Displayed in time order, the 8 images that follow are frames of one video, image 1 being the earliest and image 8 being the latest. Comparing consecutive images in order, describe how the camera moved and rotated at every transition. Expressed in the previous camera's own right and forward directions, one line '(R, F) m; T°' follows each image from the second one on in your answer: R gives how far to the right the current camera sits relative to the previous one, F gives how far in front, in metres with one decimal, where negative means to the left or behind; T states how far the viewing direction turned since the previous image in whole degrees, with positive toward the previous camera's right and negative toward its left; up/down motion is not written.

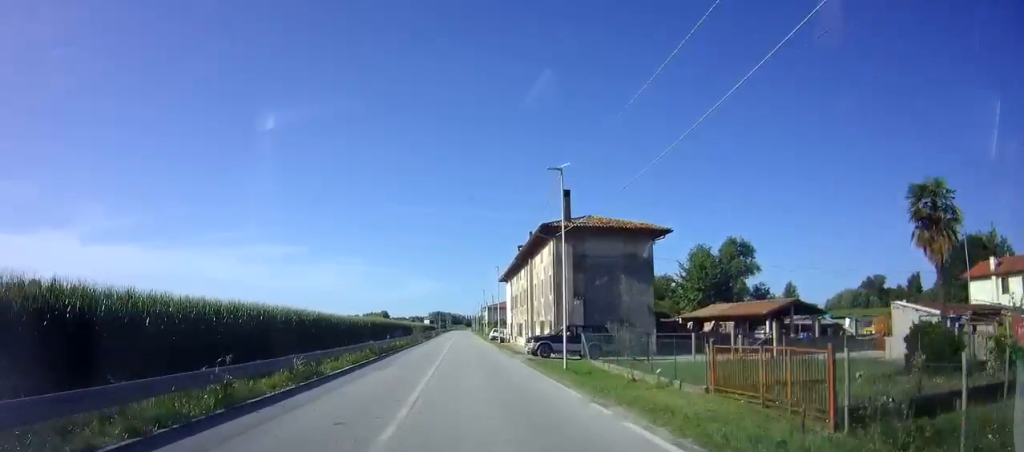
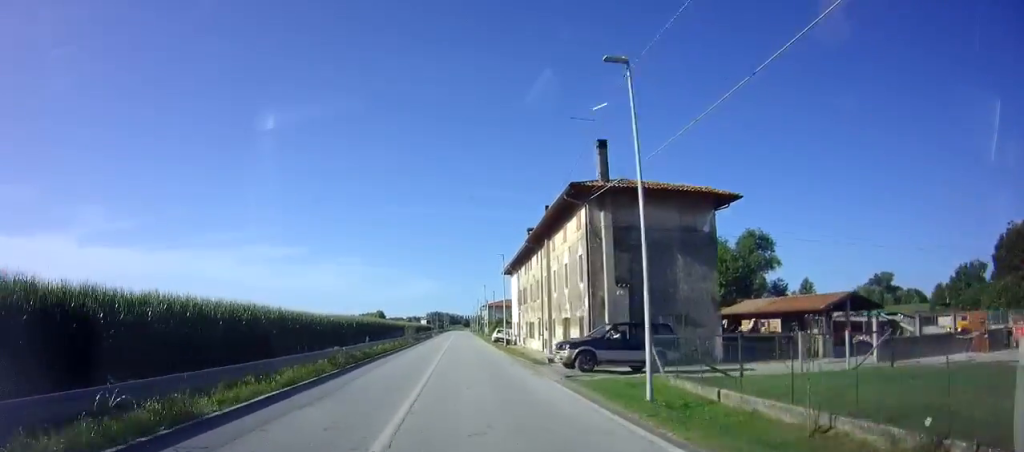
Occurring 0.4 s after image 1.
(0.0, +8.6) m; 0°
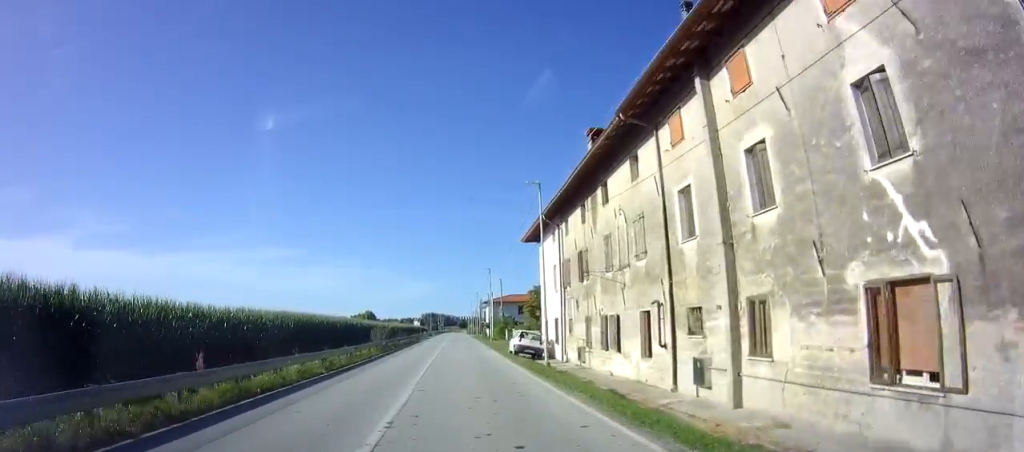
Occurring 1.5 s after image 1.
(0.0, +22.5) m; 0°
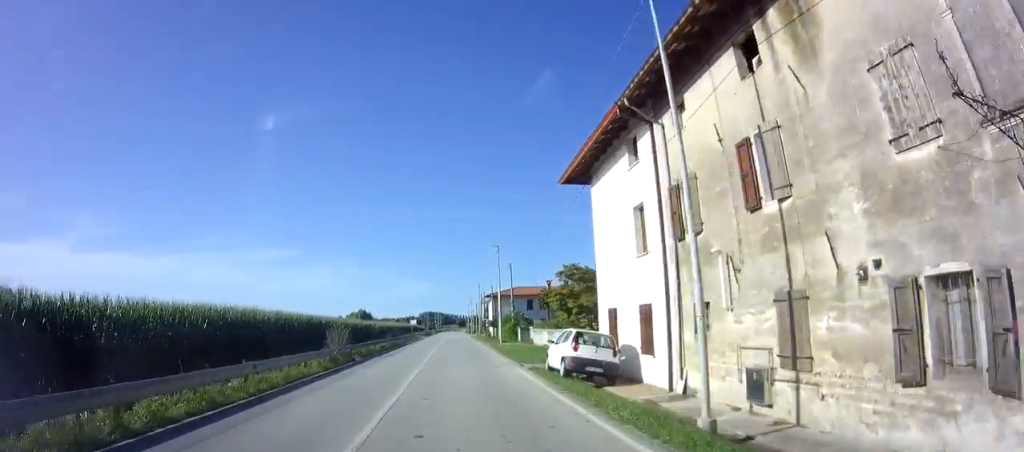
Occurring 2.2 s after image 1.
(0.0, +13.9) m; 0°
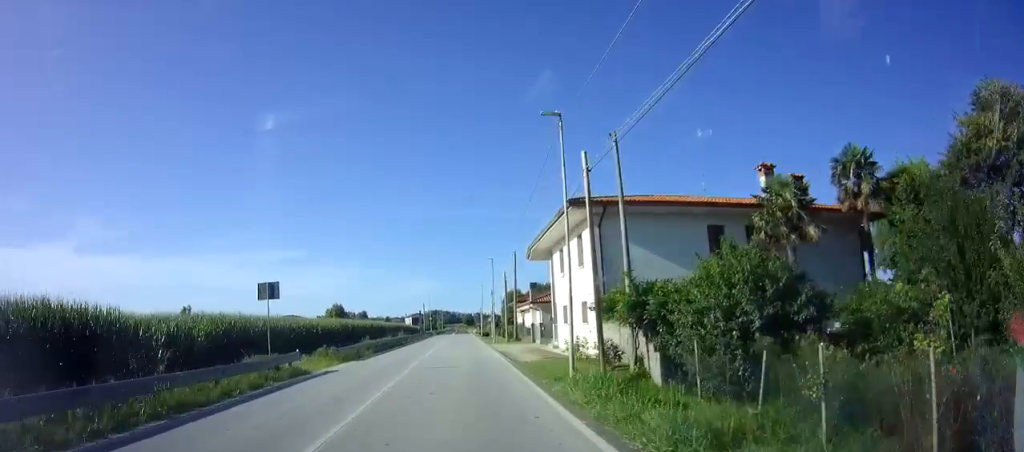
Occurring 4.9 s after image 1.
(-0.4, +57.5) m; -1°
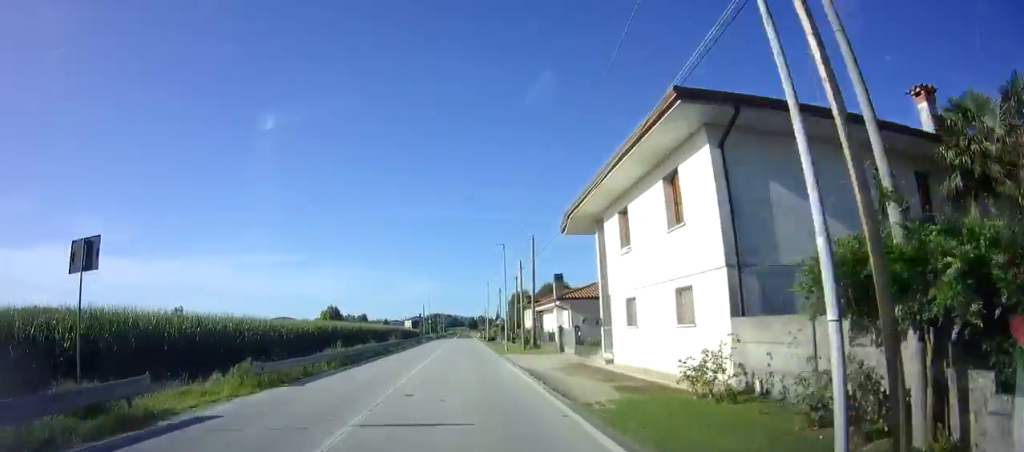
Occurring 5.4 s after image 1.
(-0.1, +10.8) m; 0°
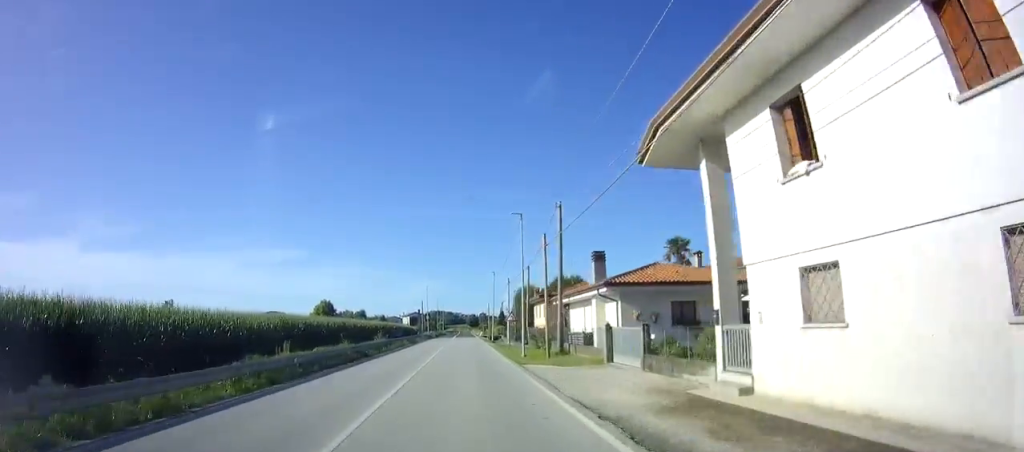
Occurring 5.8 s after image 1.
(0.0, +9.4) m; 0°
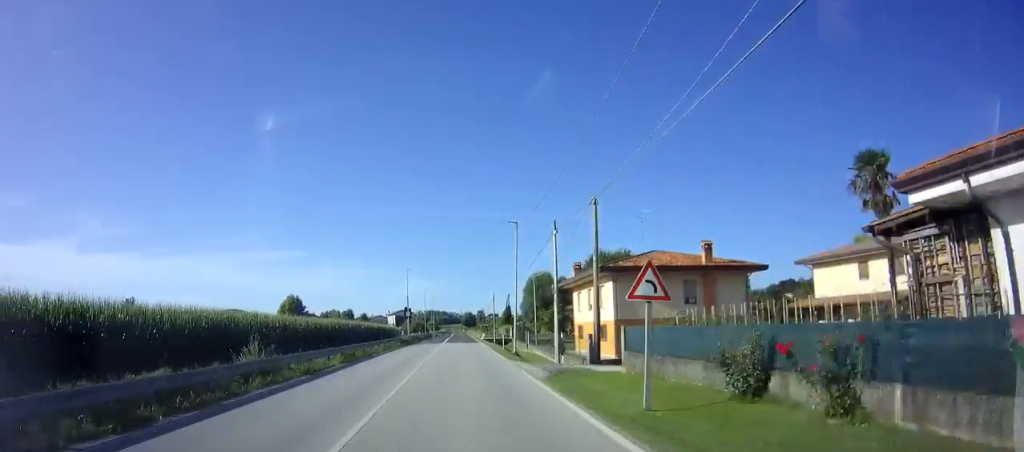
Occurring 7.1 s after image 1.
(+0.1, +26.6) m; 0°
